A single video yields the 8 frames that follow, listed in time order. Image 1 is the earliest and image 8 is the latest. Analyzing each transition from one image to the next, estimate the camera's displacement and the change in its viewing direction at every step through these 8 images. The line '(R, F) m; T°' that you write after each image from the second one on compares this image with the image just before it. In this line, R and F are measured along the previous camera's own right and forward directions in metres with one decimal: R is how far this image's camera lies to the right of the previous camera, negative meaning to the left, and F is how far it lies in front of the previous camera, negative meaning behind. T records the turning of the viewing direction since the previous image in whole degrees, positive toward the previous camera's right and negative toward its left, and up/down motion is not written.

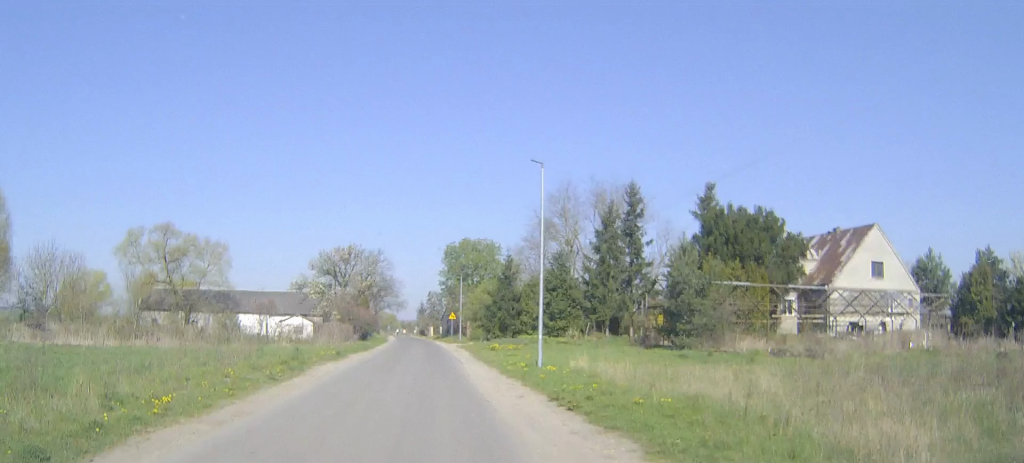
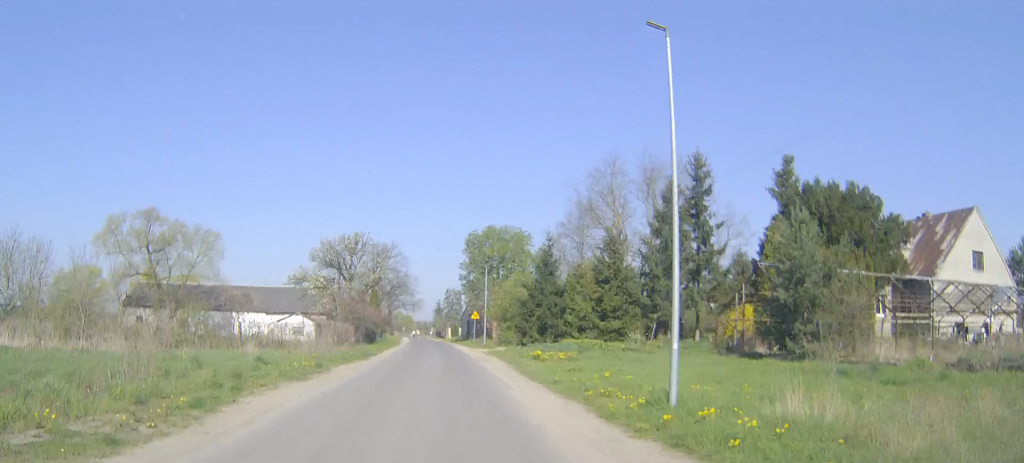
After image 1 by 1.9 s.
(-0.1, +11.1) m; -1°
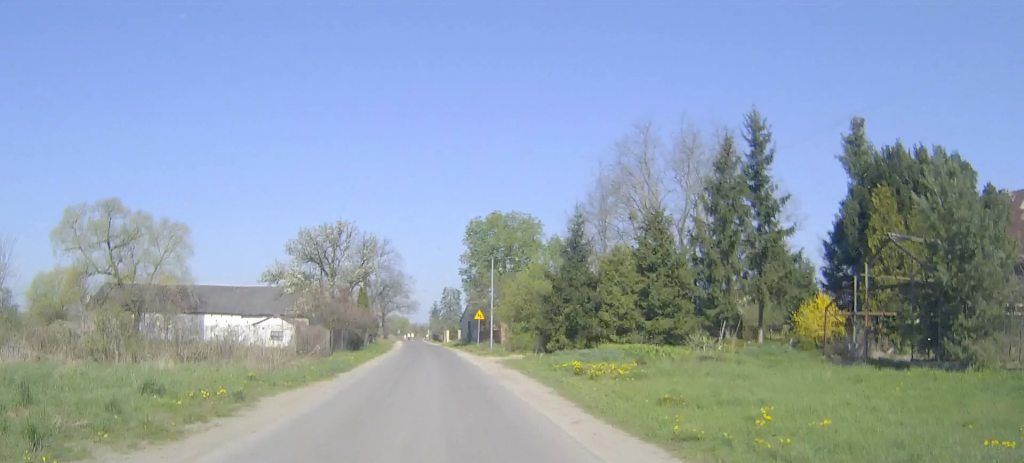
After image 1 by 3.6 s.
(0.0, +9.5) m; 0°
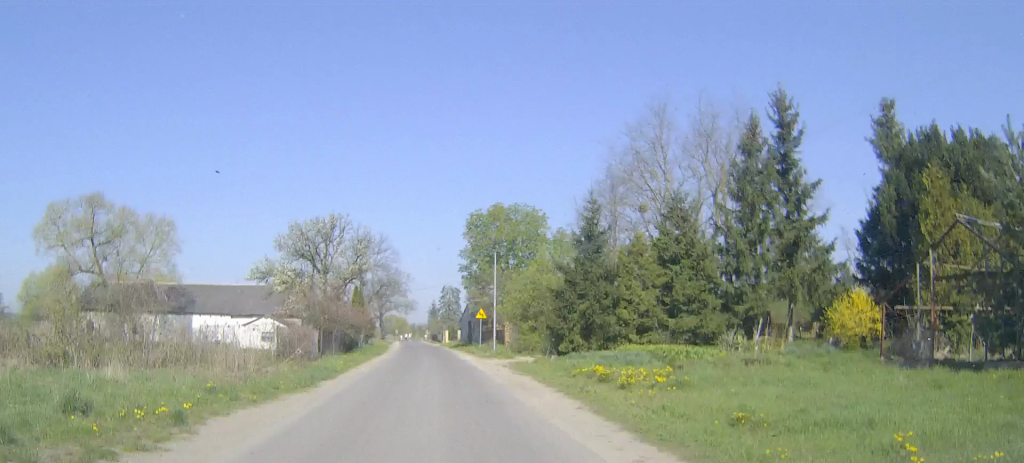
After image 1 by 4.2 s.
(0.0, +3.3) m; 0°
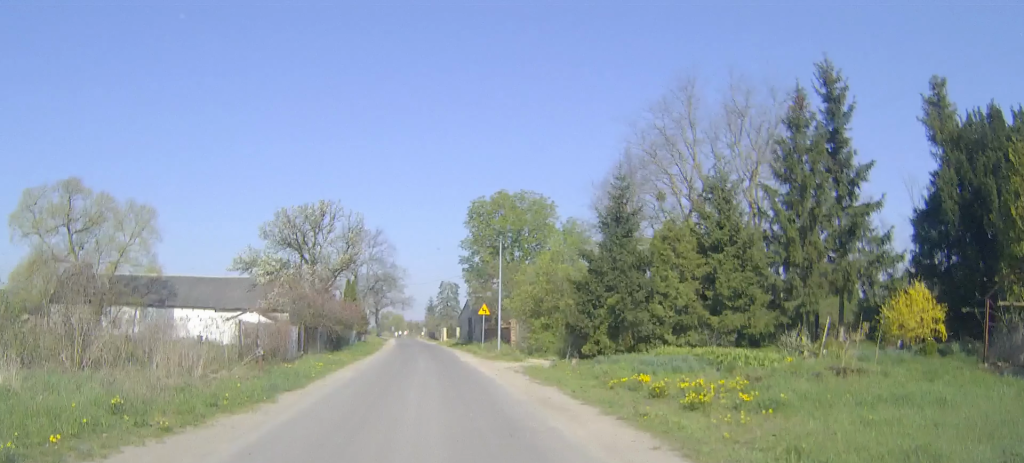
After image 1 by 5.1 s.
(0.0, +4.7) m; 0°
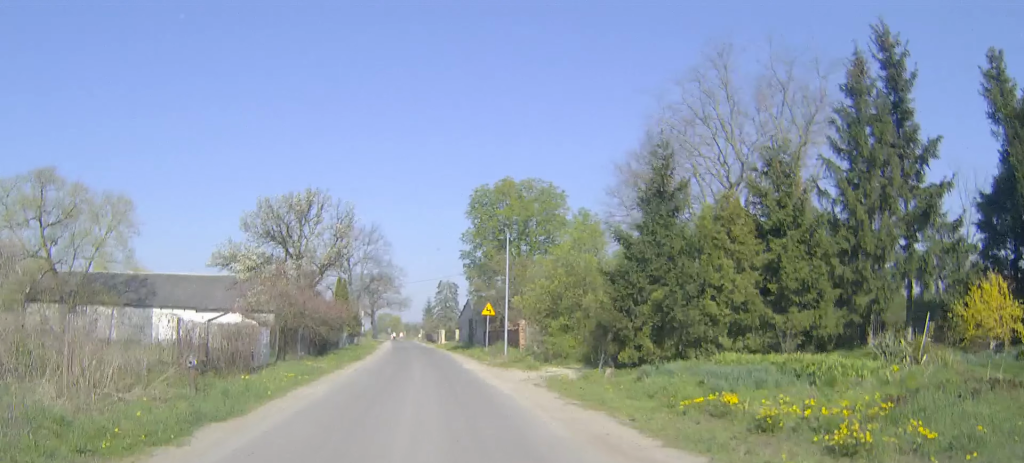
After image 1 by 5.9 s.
(0.0, +4.9) m; 0°
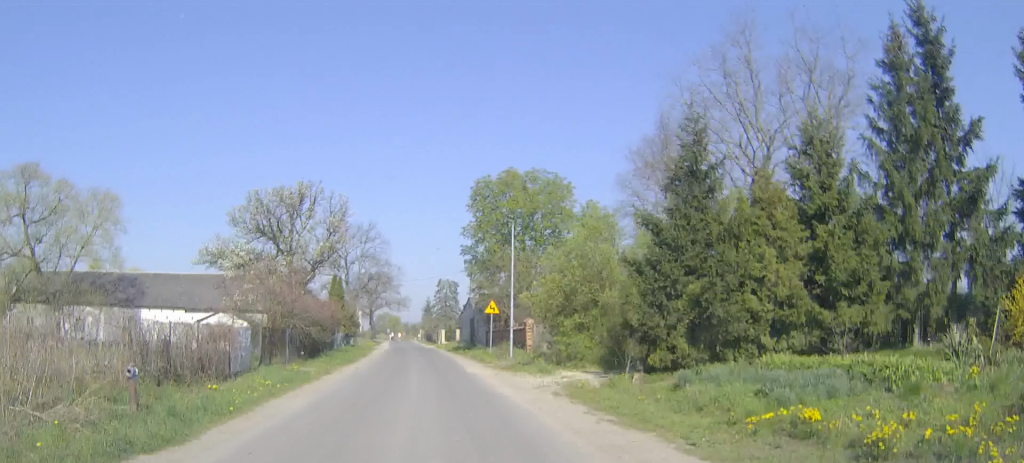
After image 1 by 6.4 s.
(0.0, +2.7) m; 0°
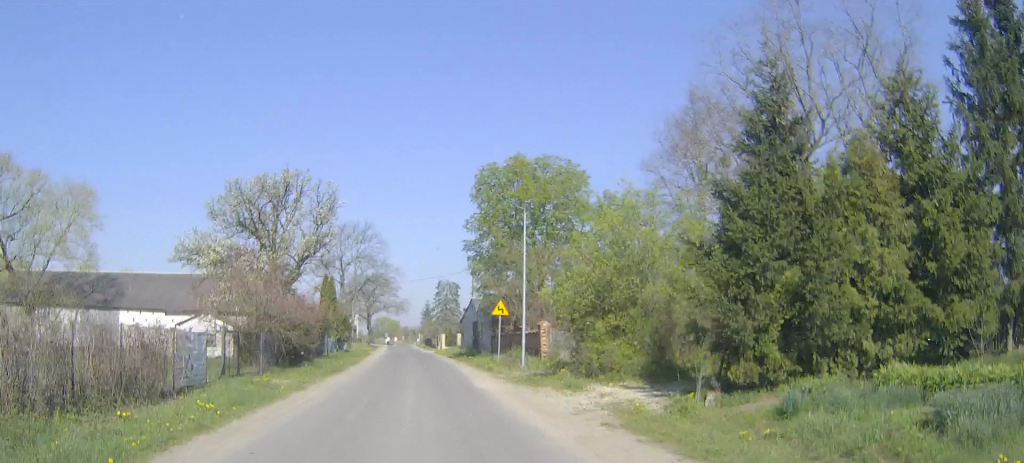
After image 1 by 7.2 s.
(0.0, +4.6) m; 0°
